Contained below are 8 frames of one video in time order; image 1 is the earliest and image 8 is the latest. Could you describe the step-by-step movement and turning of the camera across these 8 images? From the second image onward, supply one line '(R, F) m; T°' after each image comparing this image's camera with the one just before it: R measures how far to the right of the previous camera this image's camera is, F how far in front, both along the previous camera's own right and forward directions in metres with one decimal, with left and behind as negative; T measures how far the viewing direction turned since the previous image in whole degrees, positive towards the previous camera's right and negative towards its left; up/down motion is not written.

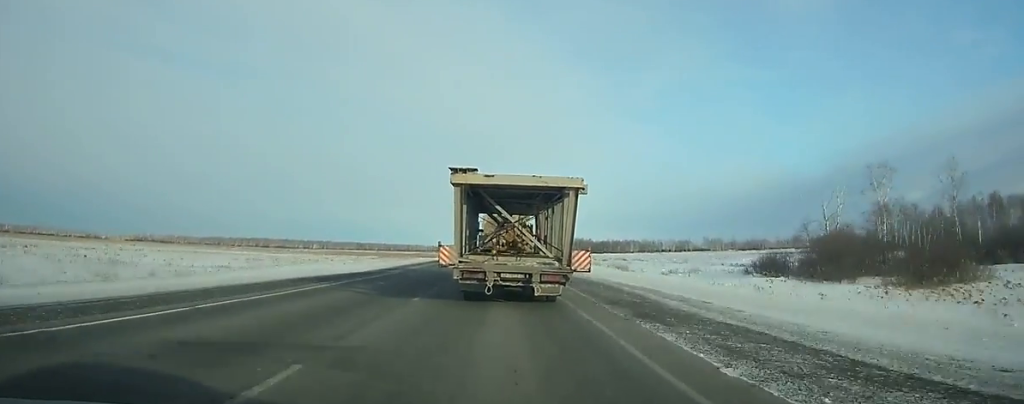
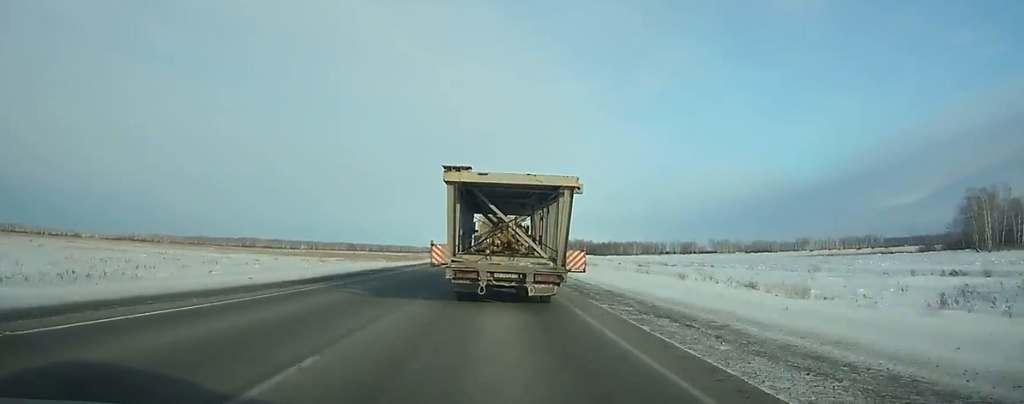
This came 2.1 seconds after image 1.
(-0.1, +46.7) m; 0°
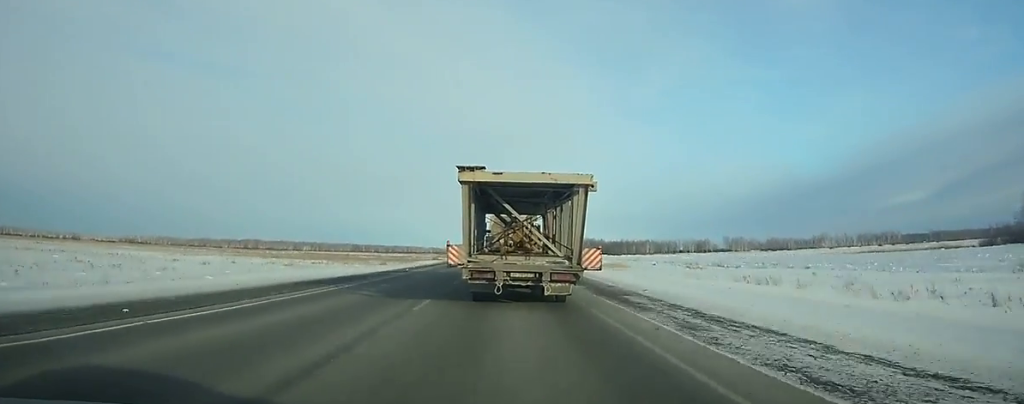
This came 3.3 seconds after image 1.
(+0.1, +26.6) m; 0°
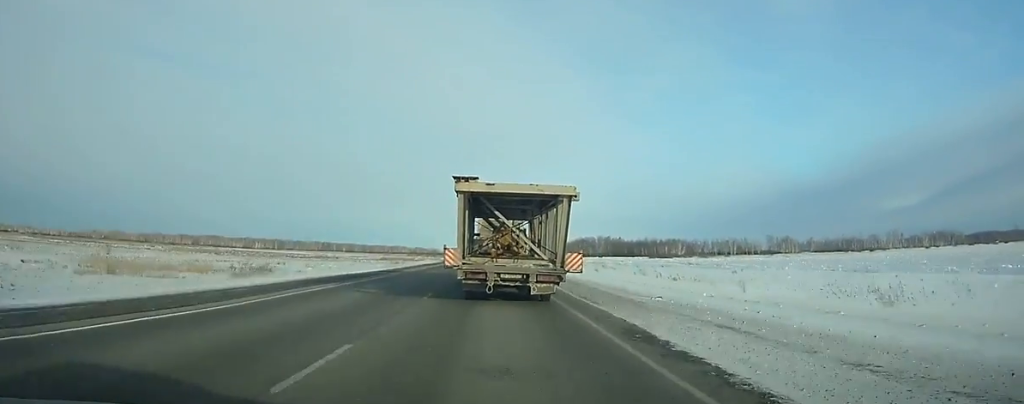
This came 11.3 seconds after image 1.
(0.0, +175.3) m; 0°
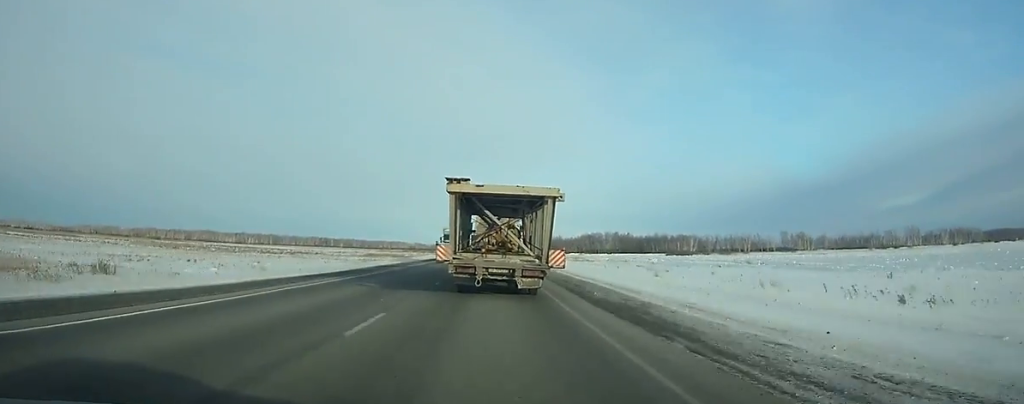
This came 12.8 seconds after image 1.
(0.0, +32.7) m; 0°
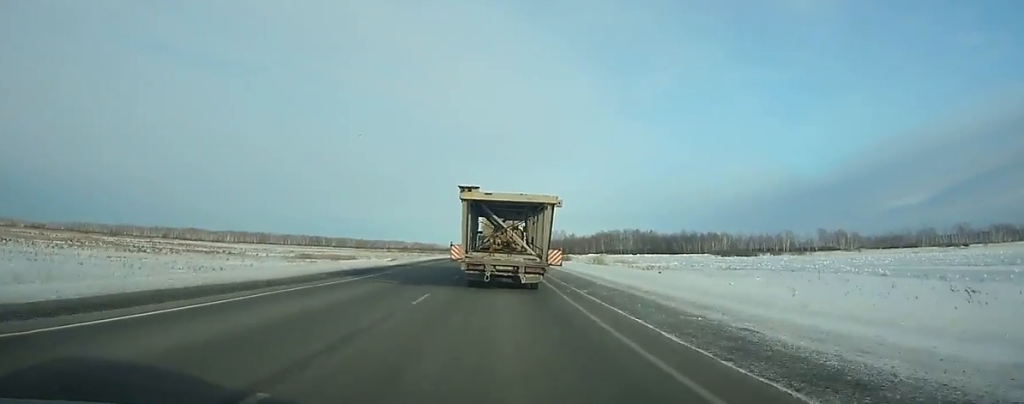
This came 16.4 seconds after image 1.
(-0.1, +78.8) m; 0°
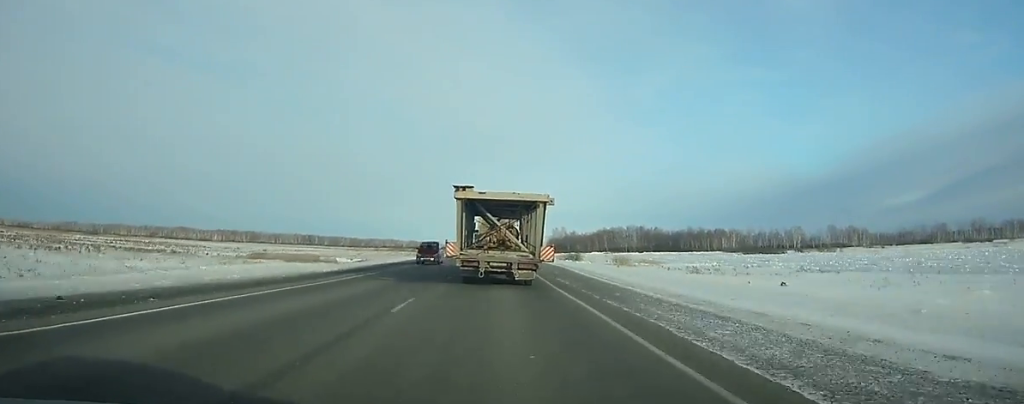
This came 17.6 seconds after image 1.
(+0.1, +26.5) m; 0°
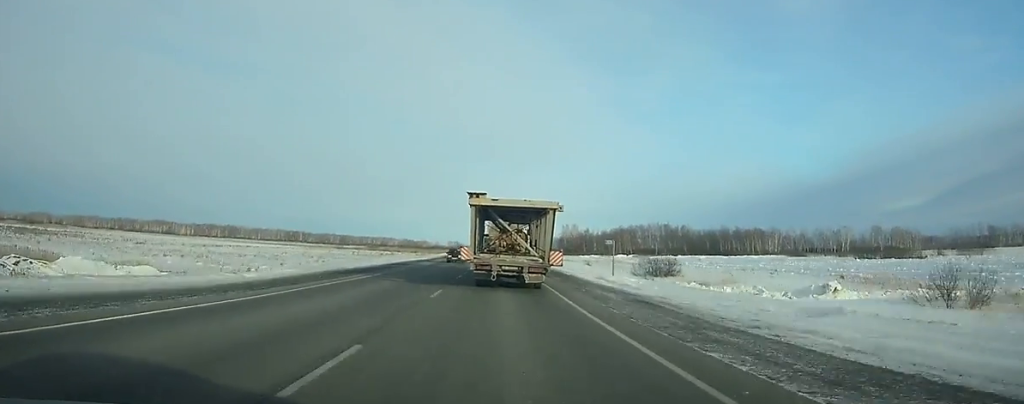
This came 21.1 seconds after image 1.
(+0.2, +77.7) m; 0°
